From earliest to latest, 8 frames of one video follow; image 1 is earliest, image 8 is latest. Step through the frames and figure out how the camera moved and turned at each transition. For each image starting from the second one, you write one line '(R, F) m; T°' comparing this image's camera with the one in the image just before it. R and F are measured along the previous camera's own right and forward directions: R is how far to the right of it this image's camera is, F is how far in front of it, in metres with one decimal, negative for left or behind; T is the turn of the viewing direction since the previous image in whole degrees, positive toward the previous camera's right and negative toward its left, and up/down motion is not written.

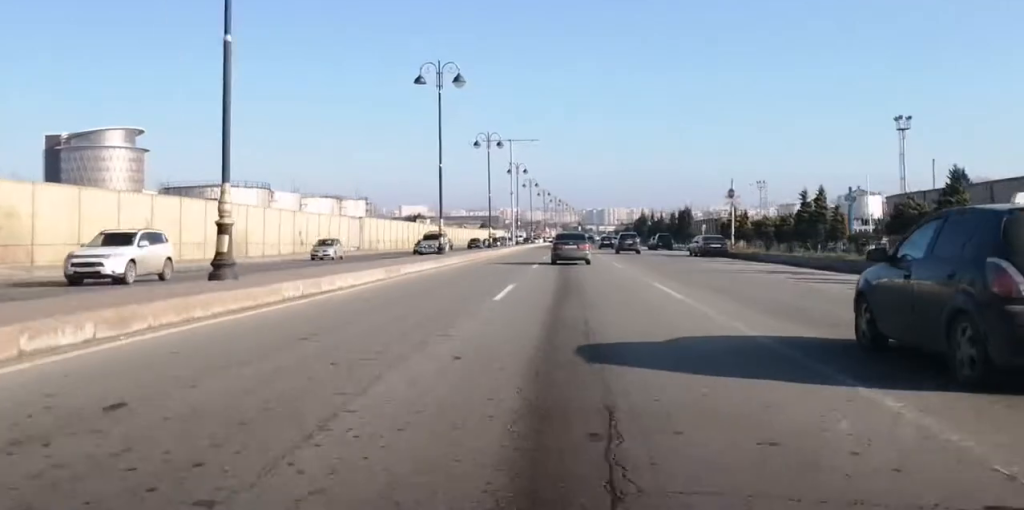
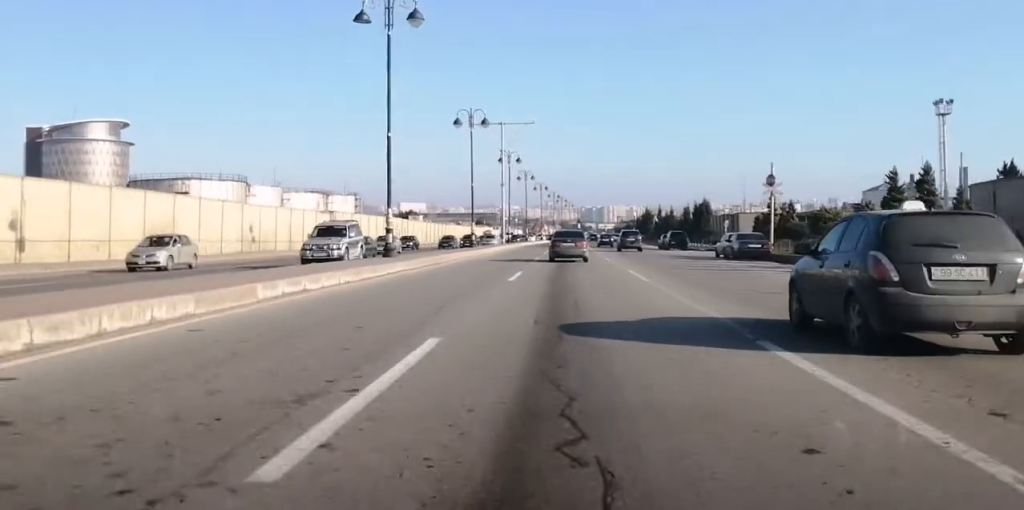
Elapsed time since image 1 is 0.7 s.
(-0.2, +13.5) m; 0°
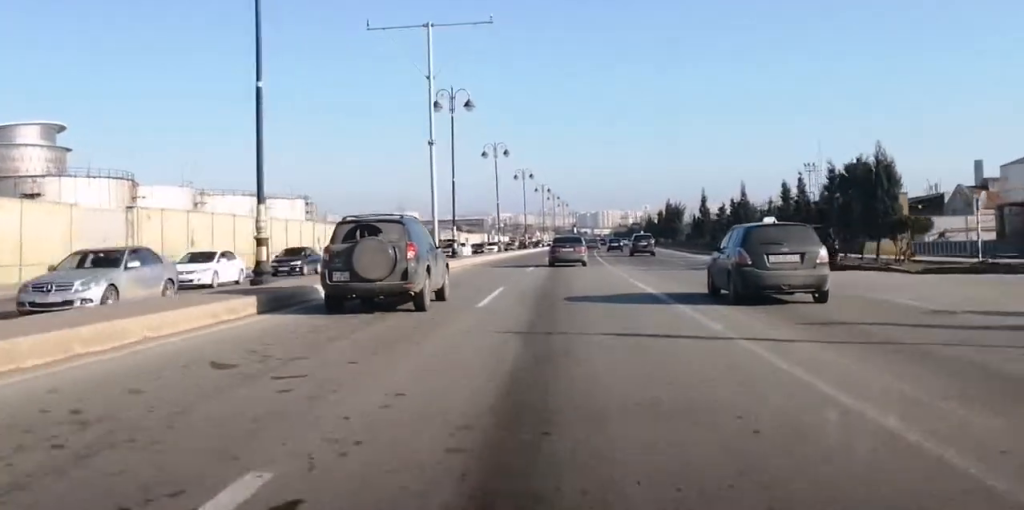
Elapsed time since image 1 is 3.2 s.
(+1.2, +46.2) m; +2°
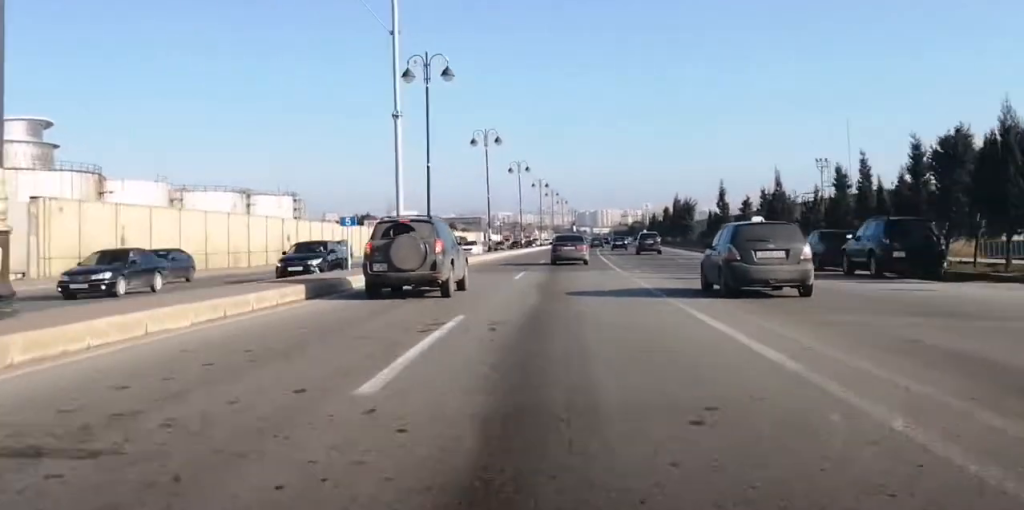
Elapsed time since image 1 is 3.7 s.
(0.0, +10.1) m; 0°
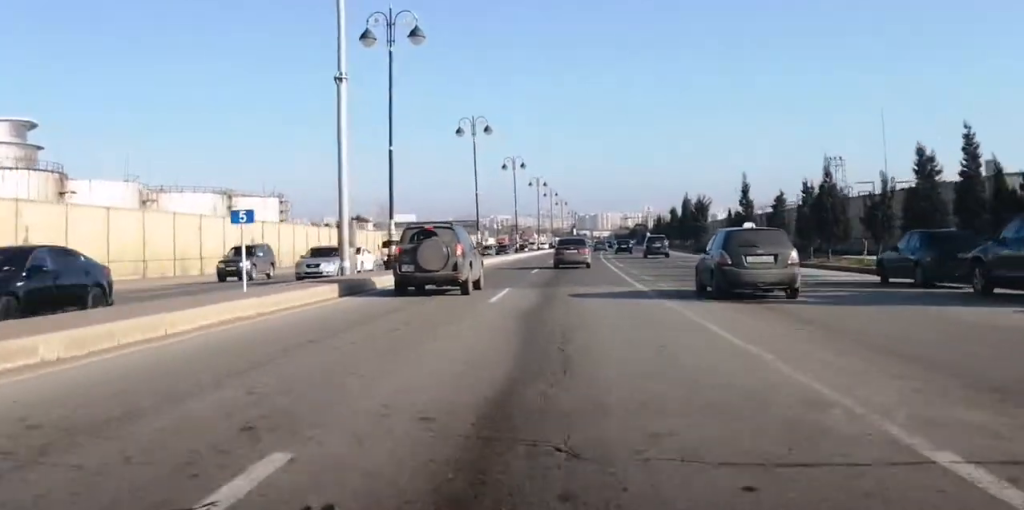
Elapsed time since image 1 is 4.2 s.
(+0.1, +9.4) m; -1°
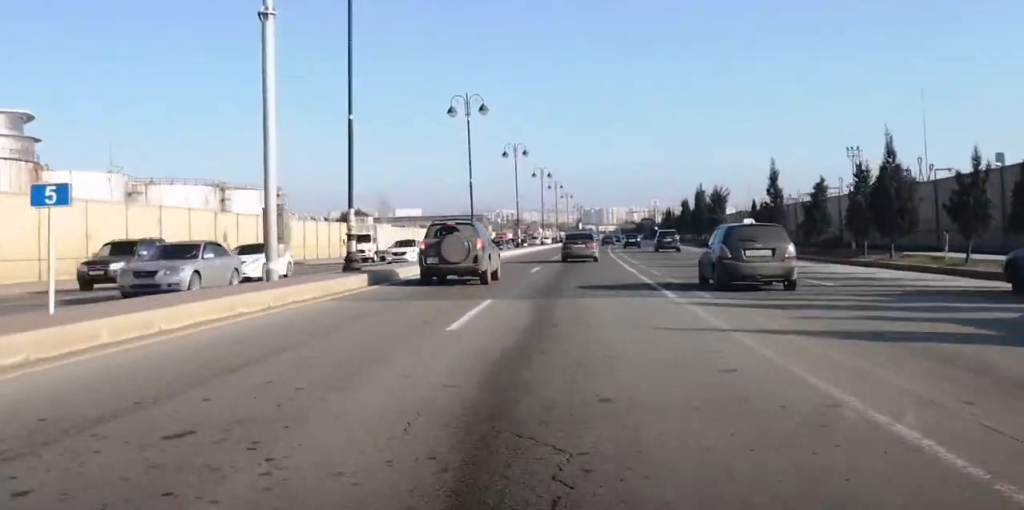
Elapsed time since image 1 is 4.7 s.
(0.0, +7.5) m; 0°
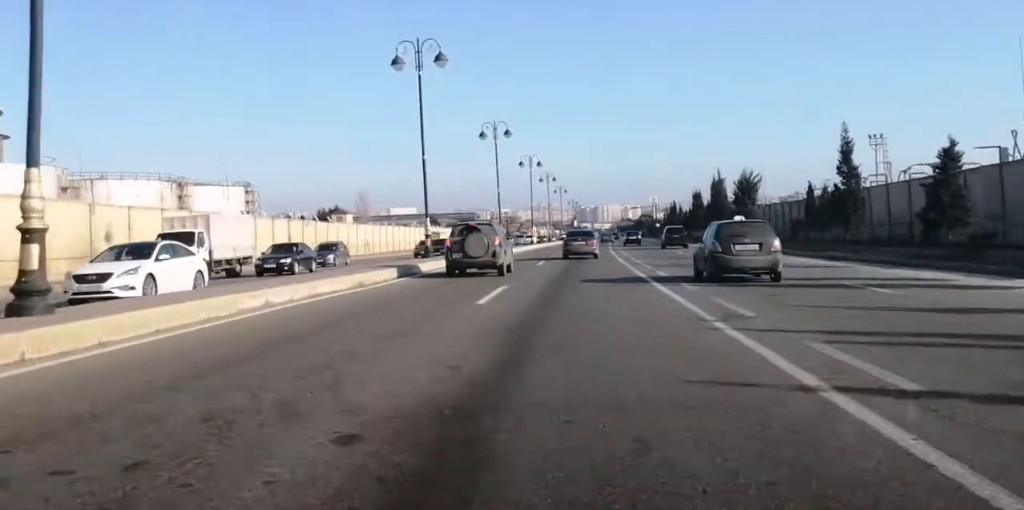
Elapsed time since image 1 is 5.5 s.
(-0.4, +16.3) m; 0°
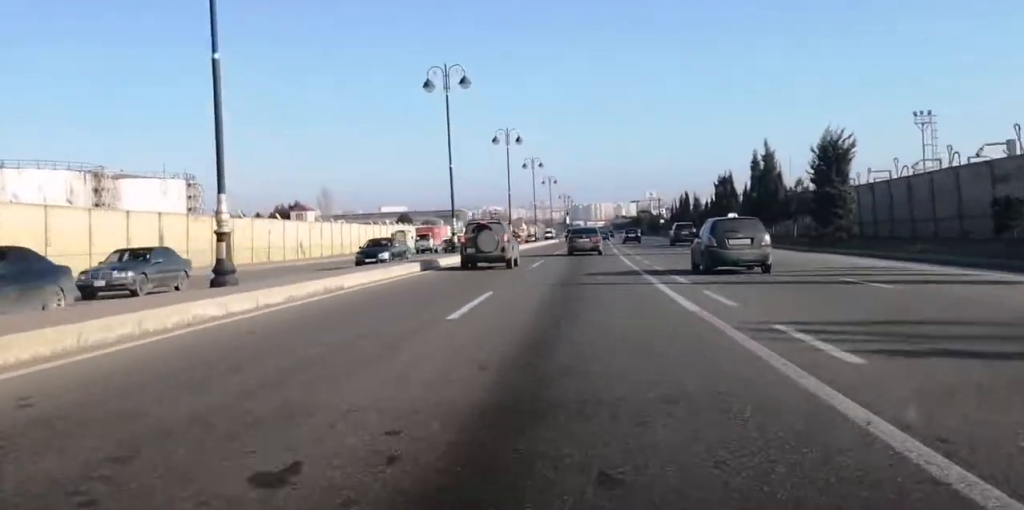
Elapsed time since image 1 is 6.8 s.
(+1.0, +24.0) m; +3°
